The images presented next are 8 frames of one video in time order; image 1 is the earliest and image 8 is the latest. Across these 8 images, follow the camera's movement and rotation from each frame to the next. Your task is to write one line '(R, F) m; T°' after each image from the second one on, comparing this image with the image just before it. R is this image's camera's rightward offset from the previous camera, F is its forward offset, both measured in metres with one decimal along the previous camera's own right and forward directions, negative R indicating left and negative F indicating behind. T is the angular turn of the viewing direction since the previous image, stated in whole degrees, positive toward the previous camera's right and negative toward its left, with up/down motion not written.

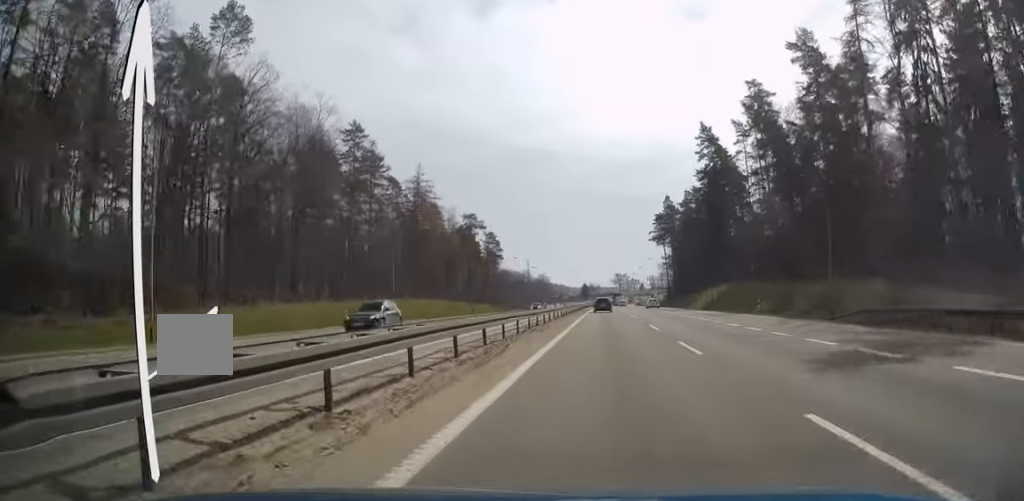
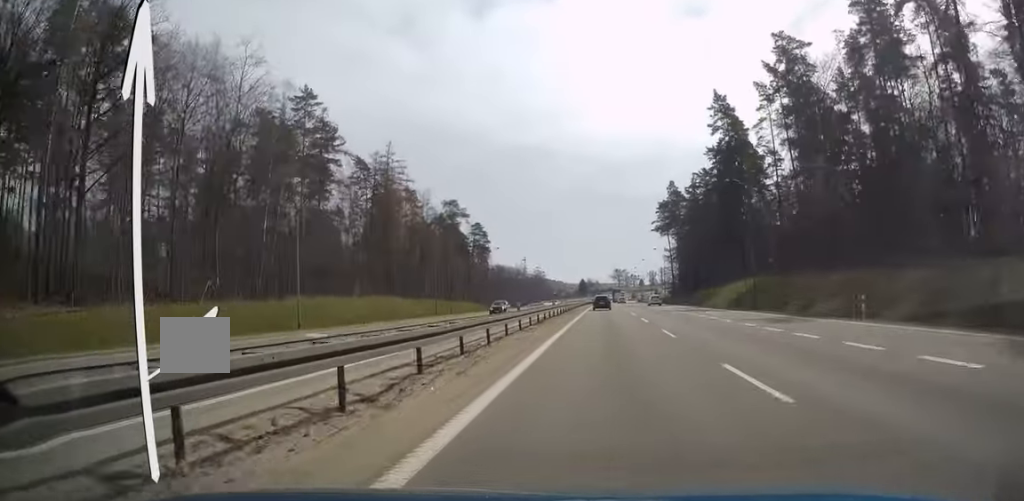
(-0.2, +19.4) m; 0°
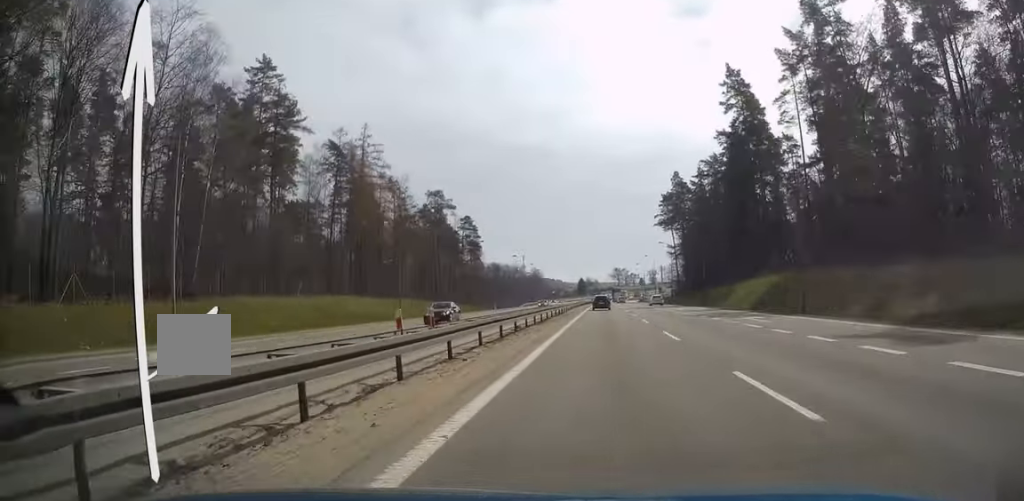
(-0.1, +13.3) m; 0°
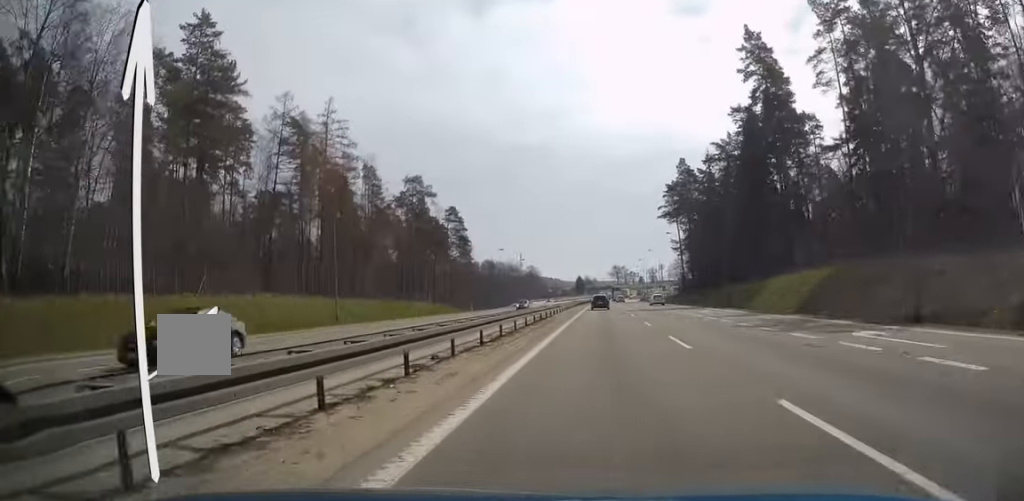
(+0.1, +15.3) m; 0°
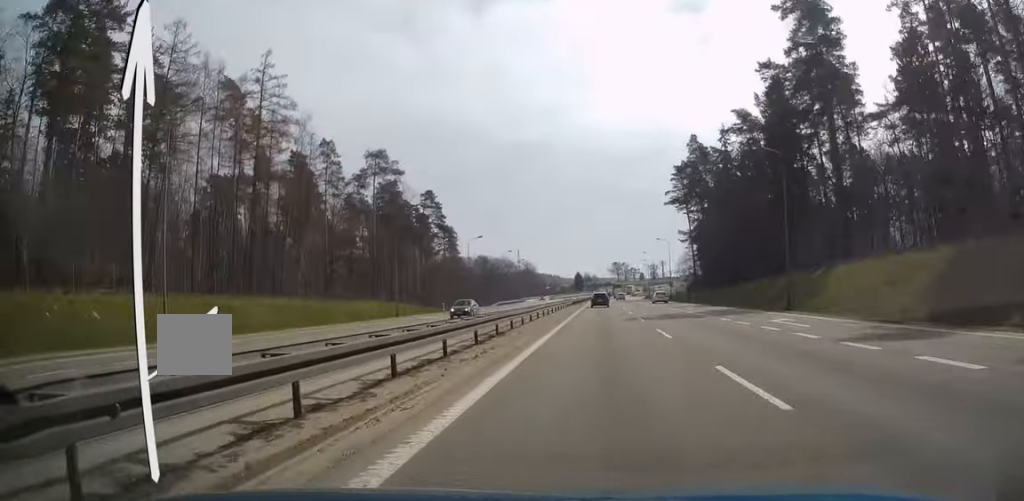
(+0.1, +20.5) m; 0°
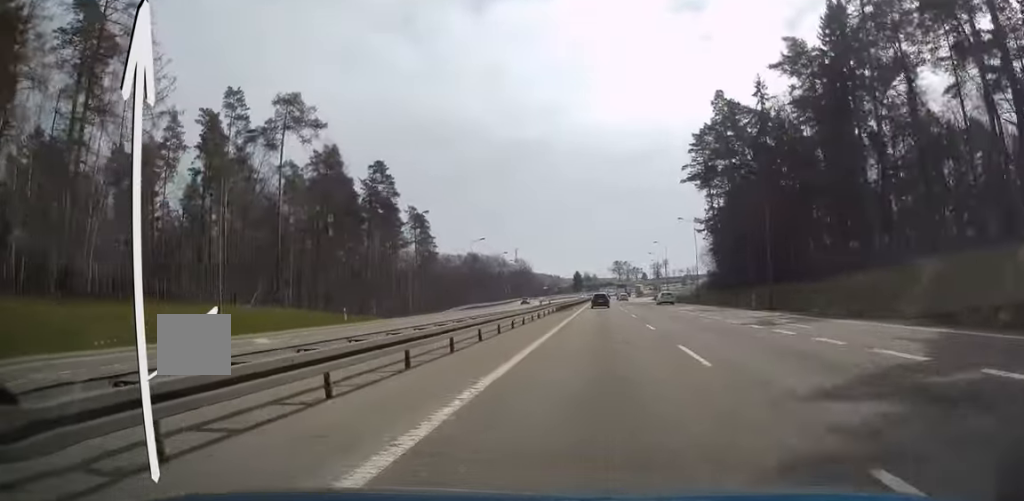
(0.0, +30.8) m; -1°
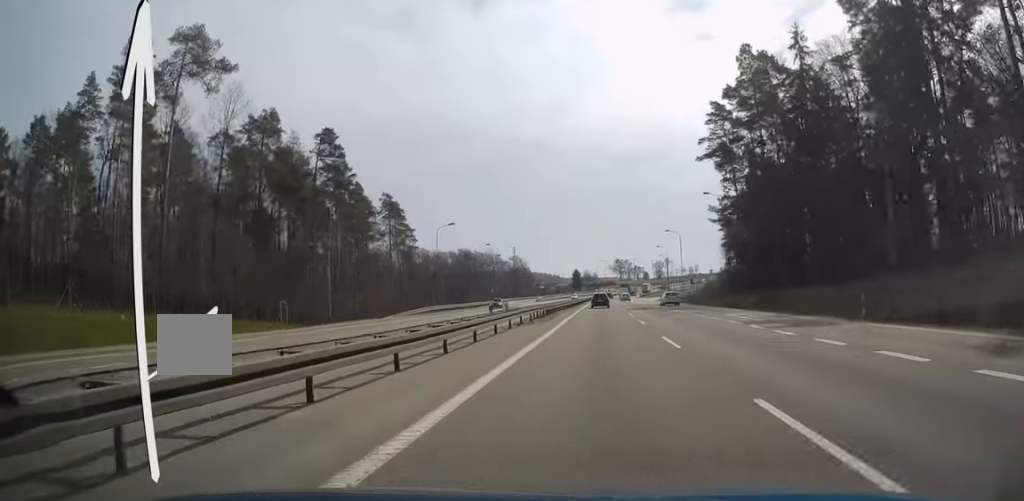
(-0.2, +20.4) m; 0°
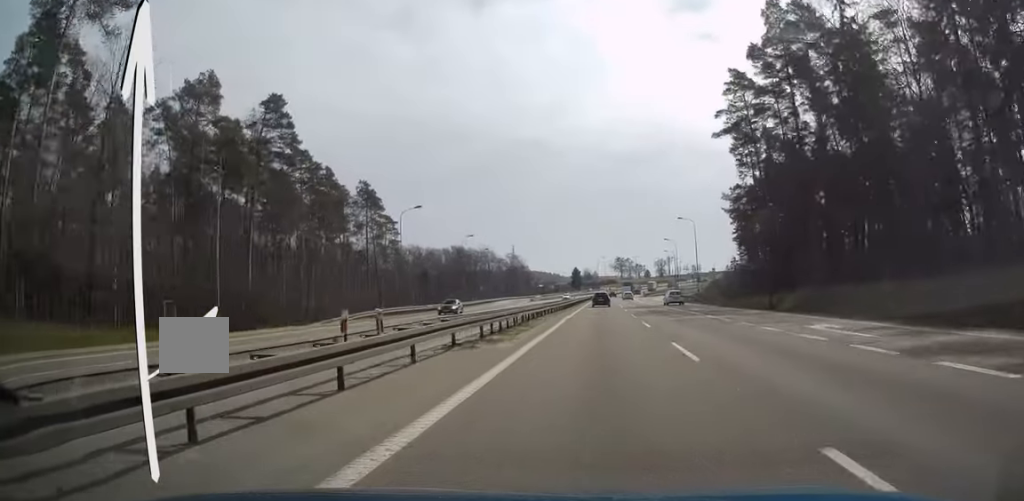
(0.0, +14.7) m; 0°
